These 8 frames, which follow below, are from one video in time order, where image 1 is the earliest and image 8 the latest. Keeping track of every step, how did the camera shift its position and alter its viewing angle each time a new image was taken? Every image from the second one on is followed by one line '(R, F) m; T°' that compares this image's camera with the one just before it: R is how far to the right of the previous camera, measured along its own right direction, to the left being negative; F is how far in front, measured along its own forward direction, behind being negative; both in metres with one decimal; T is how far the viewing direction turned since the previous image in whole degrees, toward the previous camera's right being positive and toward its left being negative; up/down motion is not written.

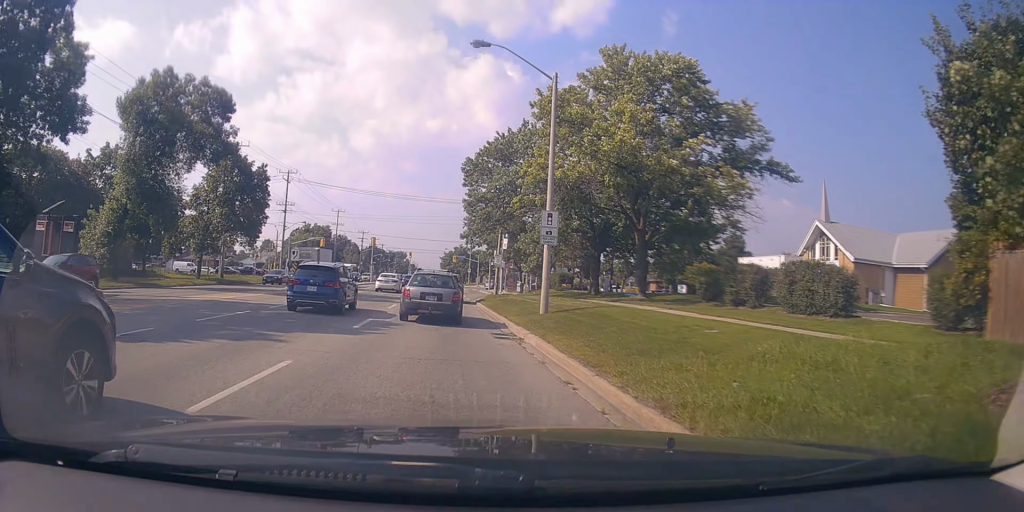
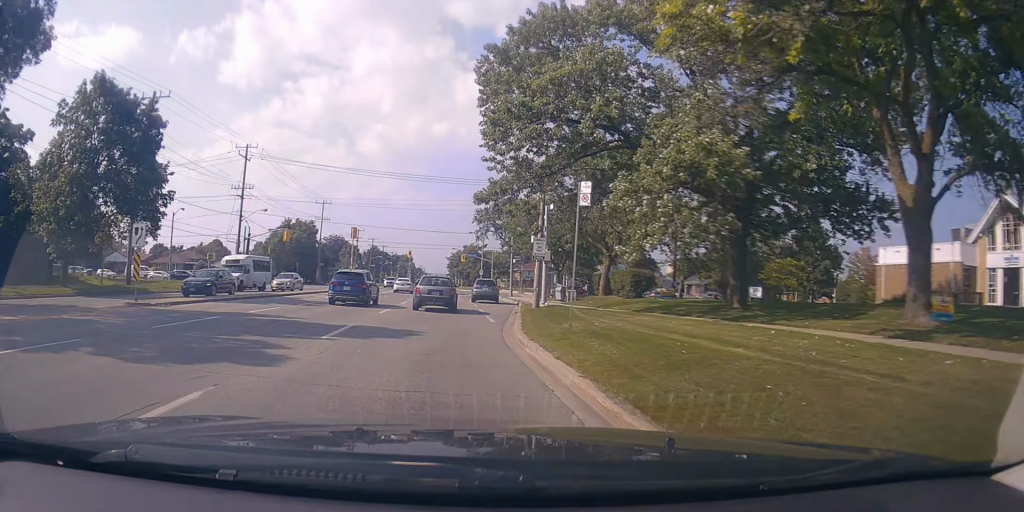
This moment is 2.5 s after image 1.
(-1.2, +19.8) m; -1°
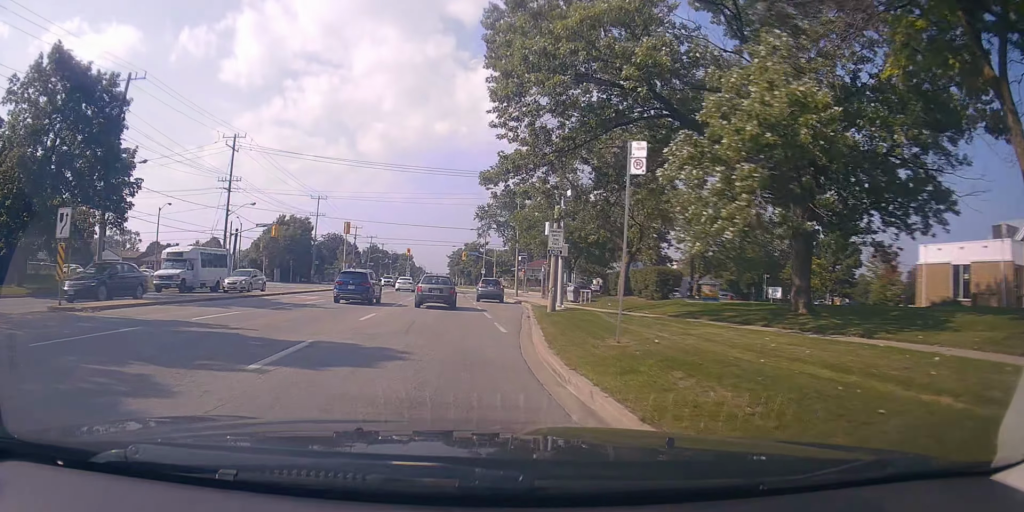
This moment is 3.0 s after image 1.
(0.0, +4.0) m; +1°
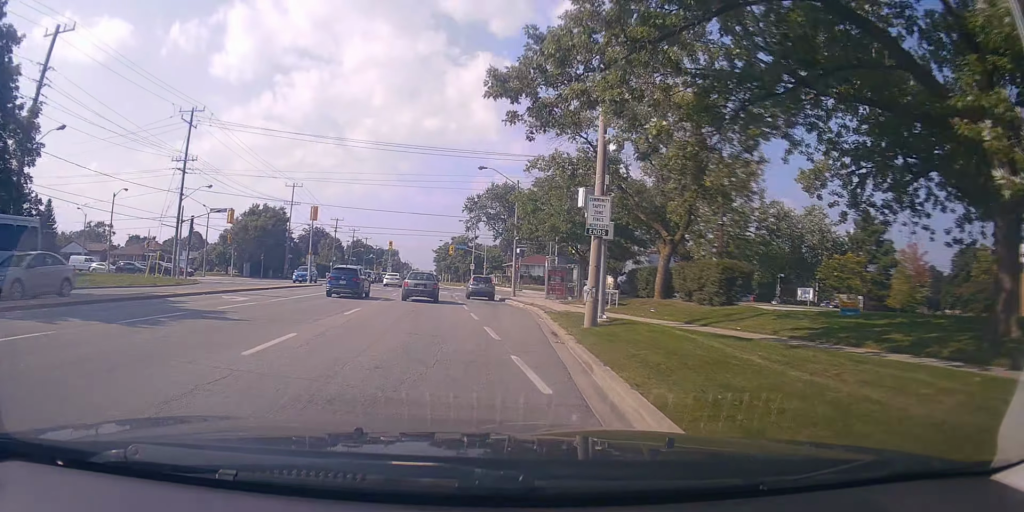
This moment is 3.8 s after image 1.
(+0.1, +8.3) m; -2°
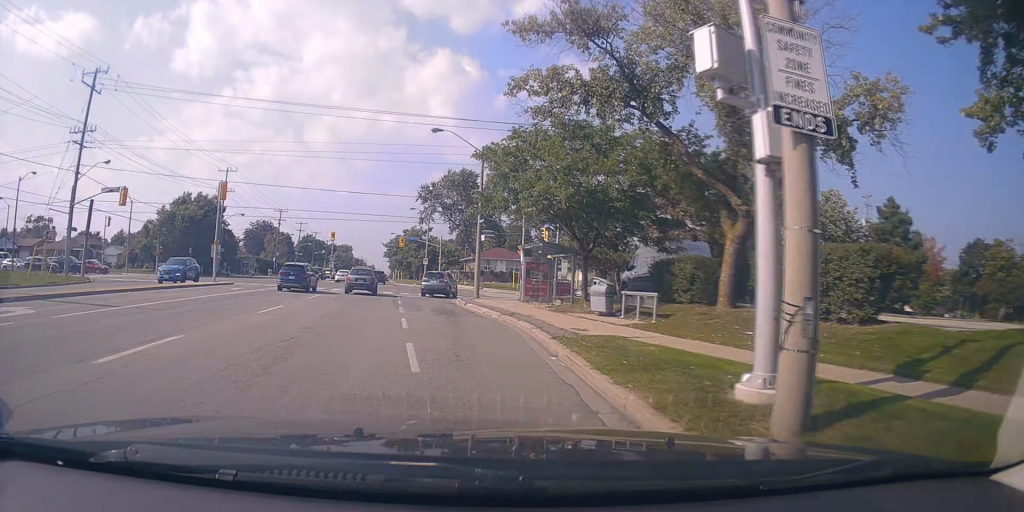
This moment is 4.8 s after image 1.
(-0.4, +10.5) m; +1°
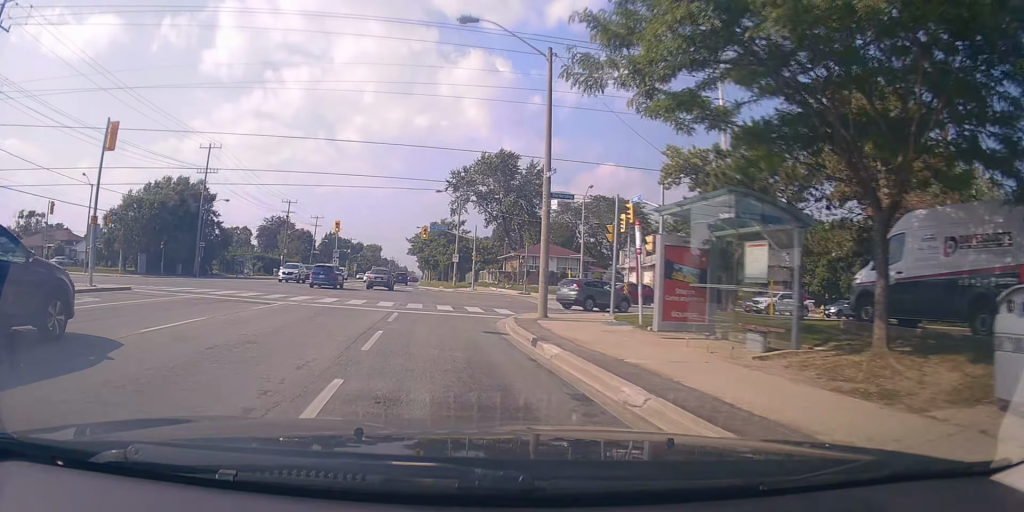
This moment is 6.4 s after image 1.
(+0.6, +15.5) m; +1°
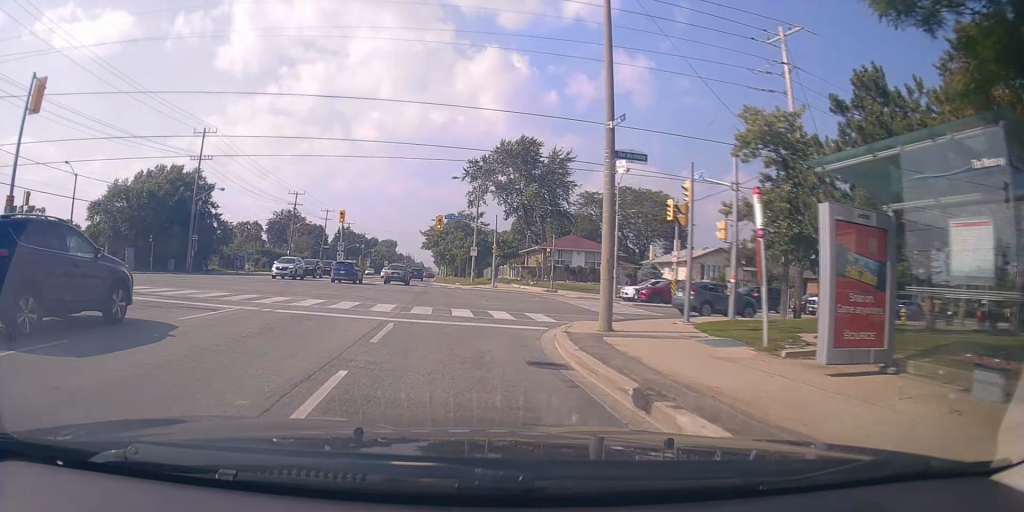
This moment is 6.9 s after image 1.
(-0.4, +5.7) m; 0°
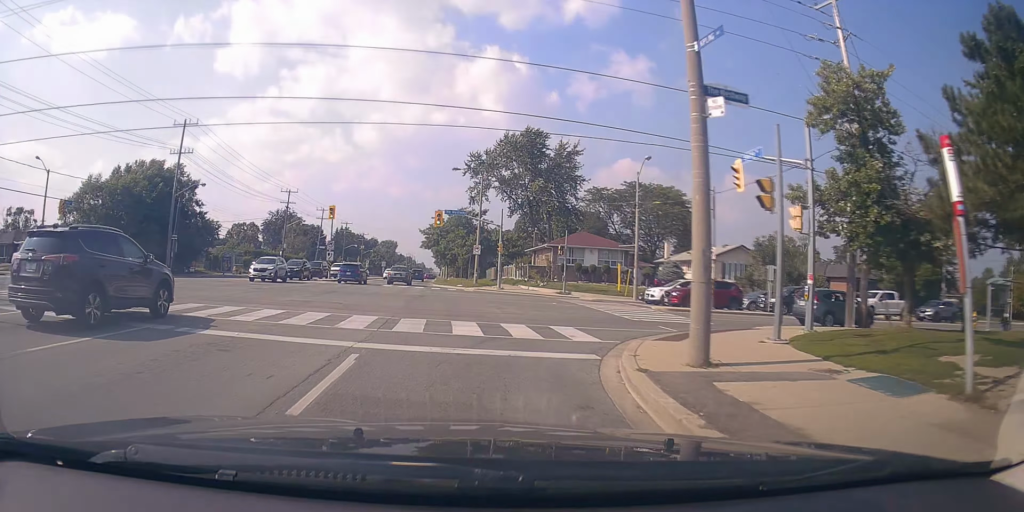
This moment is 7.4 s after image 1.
(+0.3, +4.3) m; +4°
